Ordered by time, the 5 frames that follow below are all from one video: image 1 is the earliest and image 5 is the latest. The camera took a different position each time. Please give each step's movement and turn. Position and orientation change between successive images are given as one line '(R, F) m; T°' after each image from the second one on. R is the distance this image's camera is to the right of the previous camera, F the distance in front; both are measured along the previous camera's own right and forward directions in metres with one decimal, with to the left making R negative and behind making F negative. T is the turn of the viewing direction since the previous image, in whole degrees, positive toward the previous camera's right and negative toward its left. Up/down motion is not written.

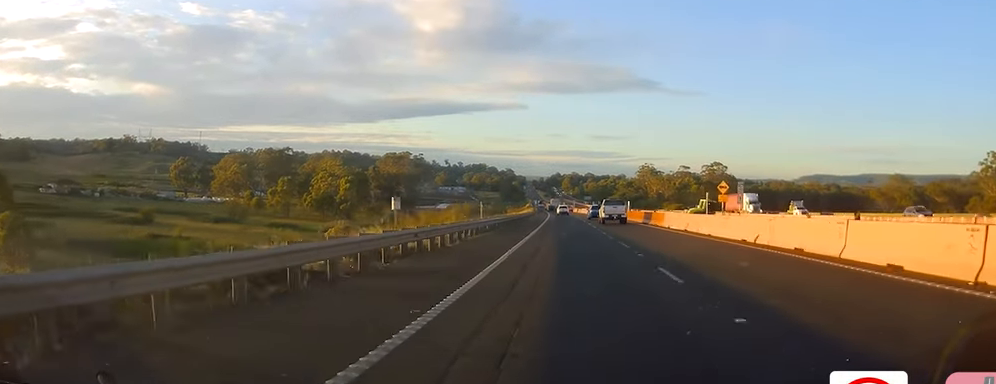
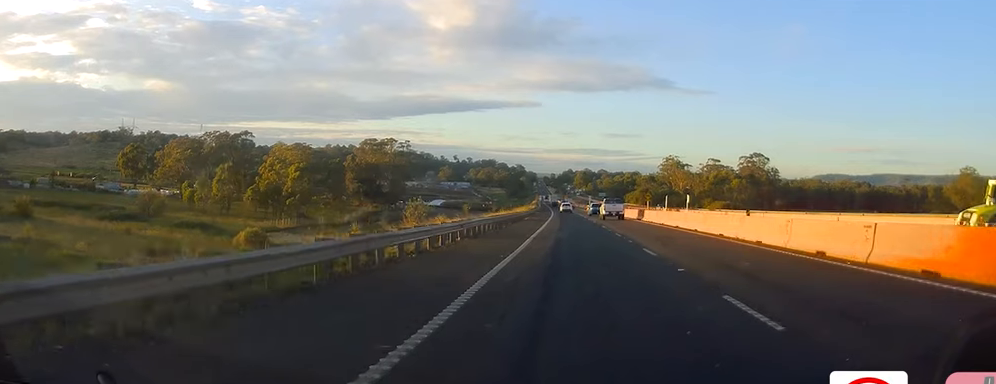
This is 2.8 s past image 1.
(-1.7, +61.4) m; 0°
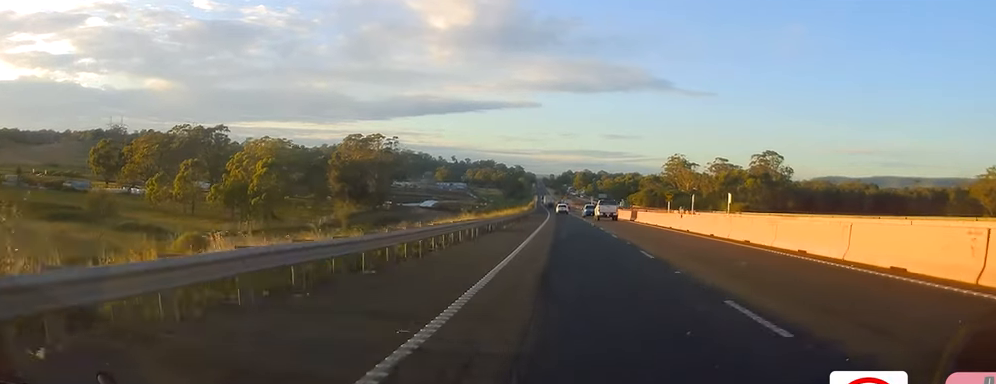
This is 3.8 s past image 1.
(+0.3, +22.9) m; 0°
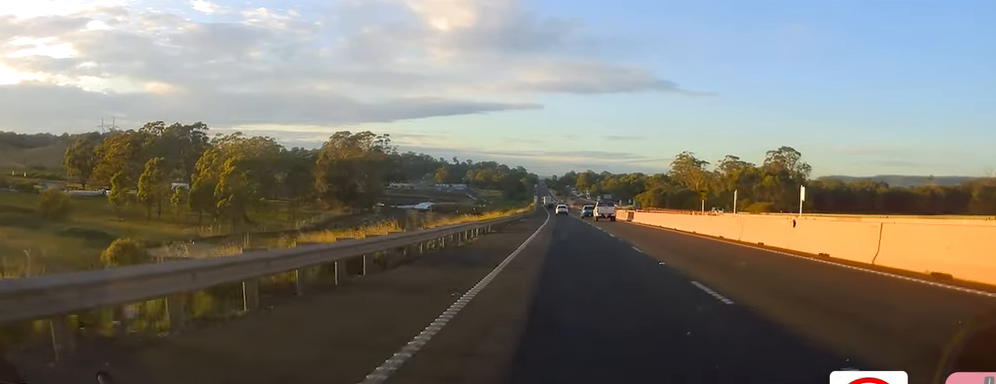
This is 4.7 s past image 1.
(-0.3, +19.9) m; -2°
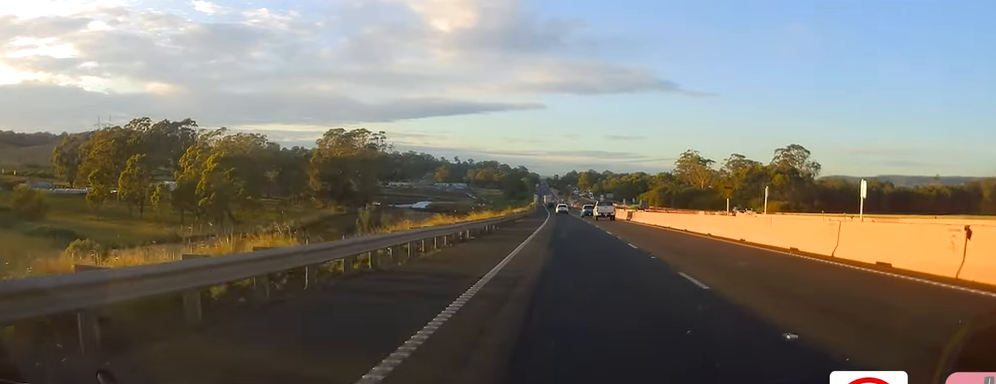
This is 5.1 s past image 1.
(-0.2, +9.6) m; 0°
